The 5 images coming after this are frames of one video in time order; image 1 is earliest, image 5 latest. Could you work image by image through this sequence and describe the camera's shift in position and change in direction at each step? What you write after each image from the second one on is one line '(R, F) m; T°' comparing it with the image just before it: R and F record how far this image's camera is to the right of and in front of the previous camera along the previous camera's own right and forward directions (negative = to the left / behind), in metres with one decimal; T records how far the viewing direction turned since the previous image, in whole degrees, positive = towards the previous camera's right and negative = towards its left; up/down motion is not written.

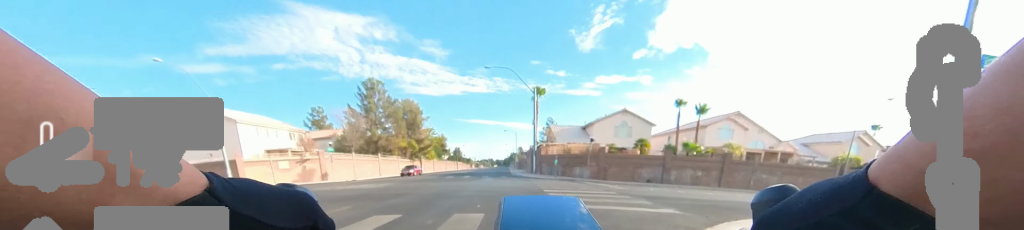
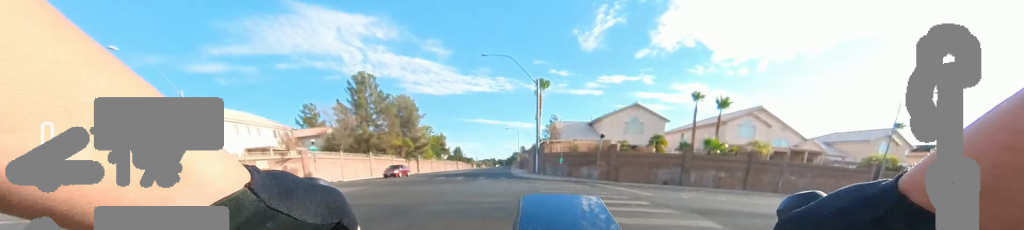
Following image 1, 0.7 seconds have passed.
(-0.1, +3.3) m; -2°
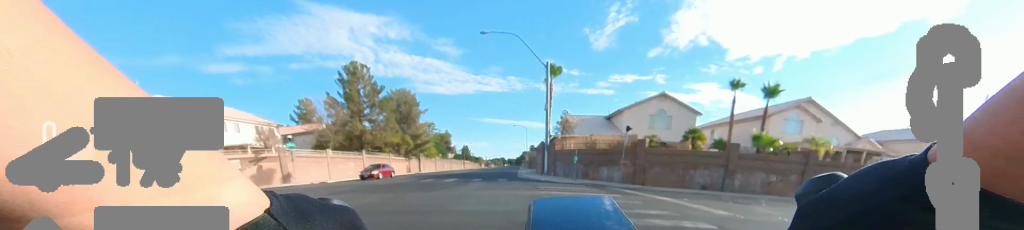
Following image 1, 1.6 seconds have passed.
(-0.1, +4.8) m; -3°
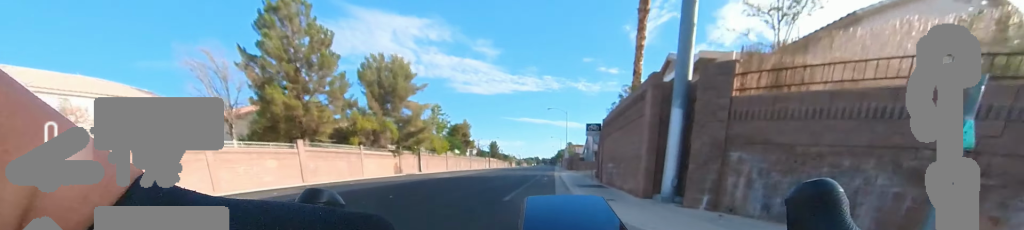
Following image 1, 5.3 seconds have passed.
(-1.2, +20.0) m; -4°
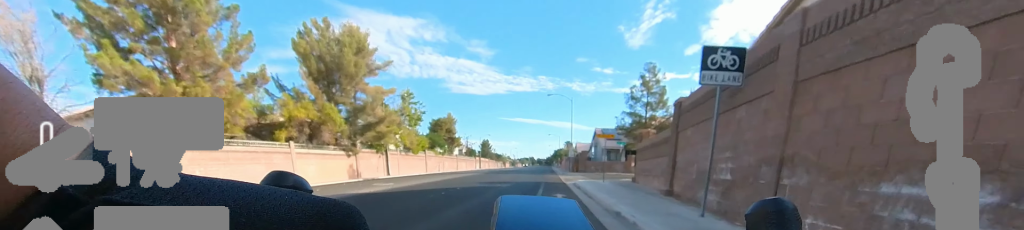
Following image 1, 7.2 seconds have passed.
(0.0, +10.9) m; +2°
